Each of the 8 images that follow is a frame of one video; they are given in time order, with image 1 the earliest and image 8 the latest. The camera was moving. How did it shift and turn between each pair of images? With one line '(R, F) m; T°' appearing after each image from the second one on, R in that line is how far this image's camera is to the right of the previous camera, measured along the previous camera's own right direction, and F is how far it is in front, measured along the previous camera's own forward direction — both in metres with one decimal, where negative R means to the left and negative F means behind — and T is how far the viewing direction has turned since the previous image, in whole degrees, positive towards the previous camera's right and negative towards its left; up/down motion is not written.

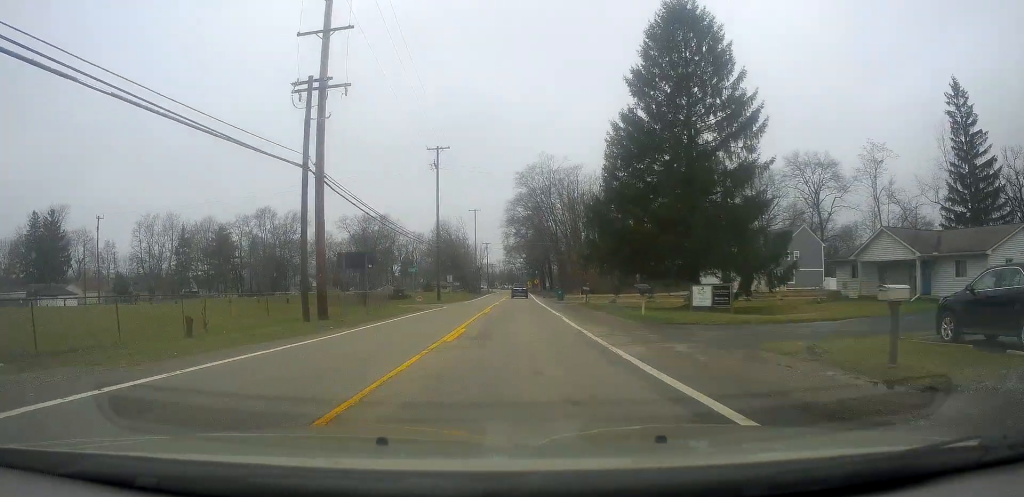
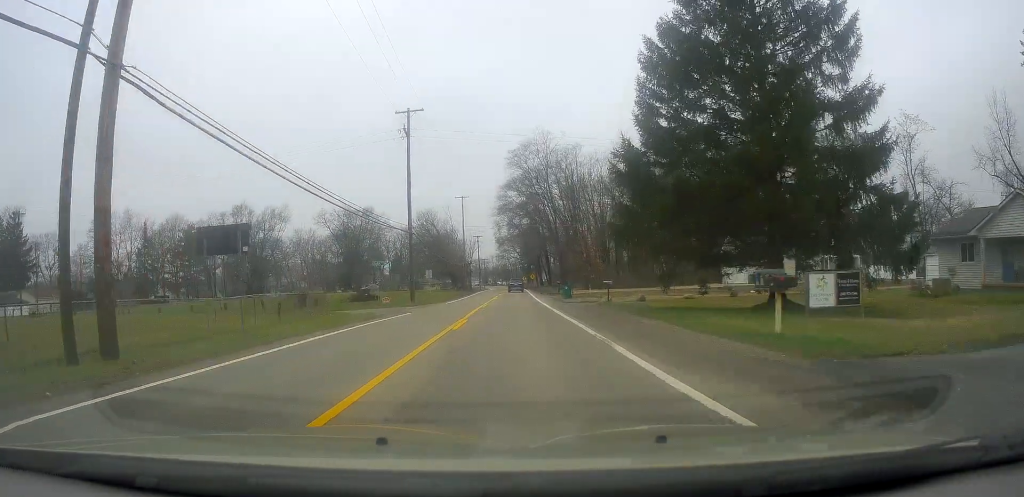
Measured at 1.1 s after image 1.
(-0.2, +12.6) m; -3°
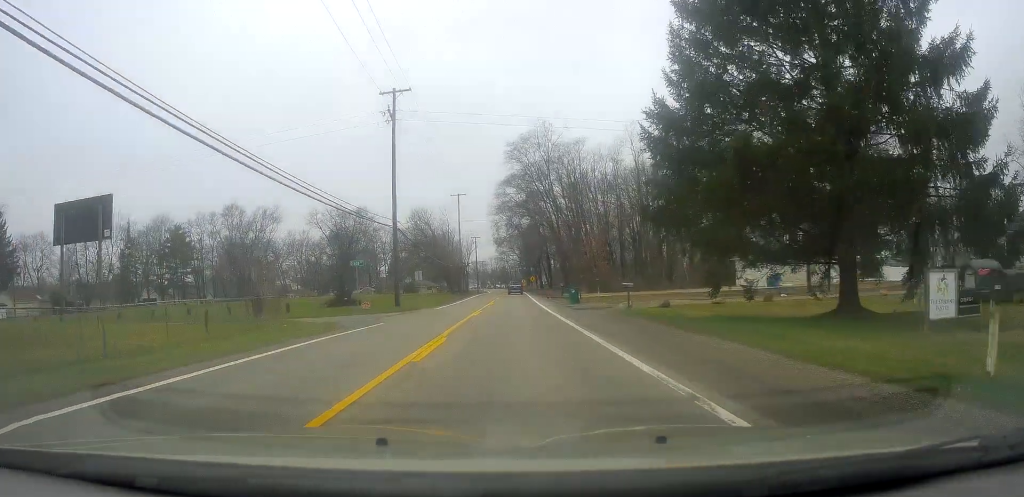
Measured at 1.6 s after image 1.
(-0.2, +5.8) m; -1°
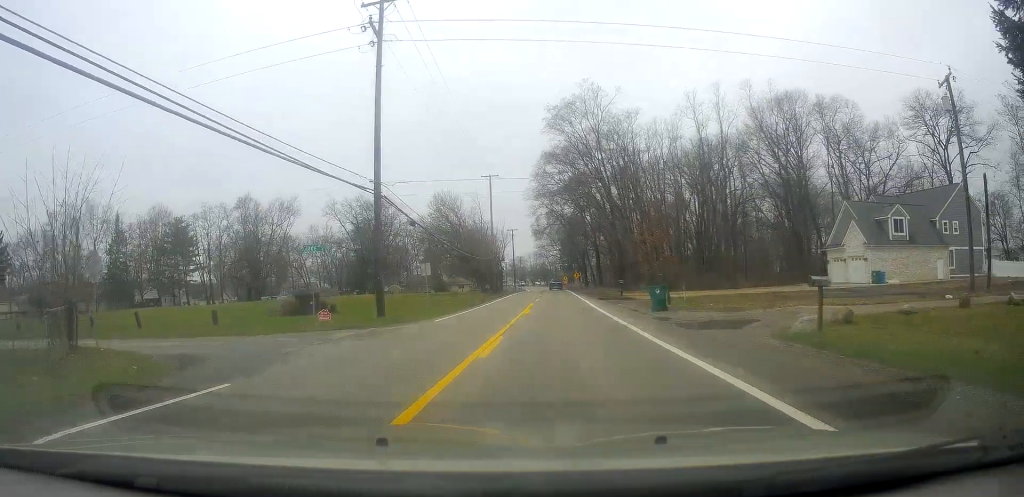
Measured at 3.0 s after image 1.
(-0.1, +15.4) m; -2°
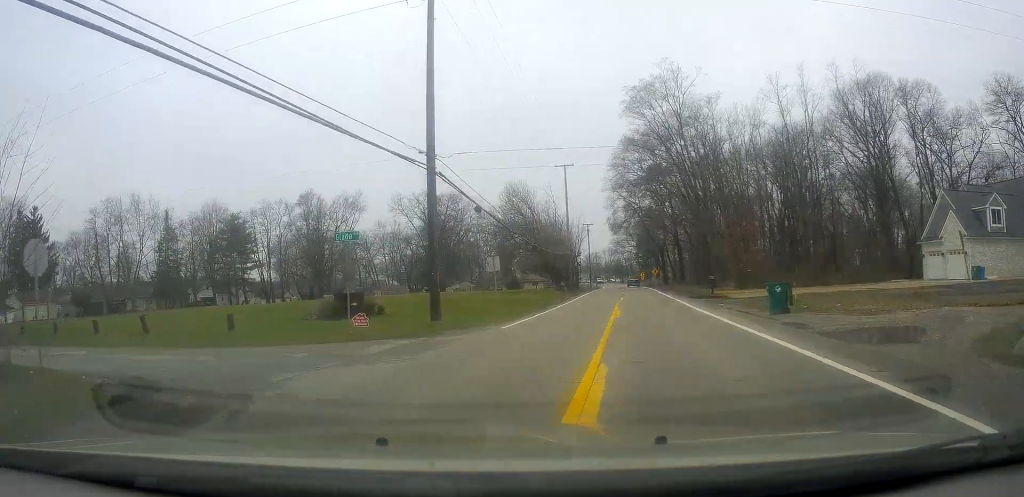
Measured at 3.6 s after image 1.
(+0.1, +5.5) m; -3°
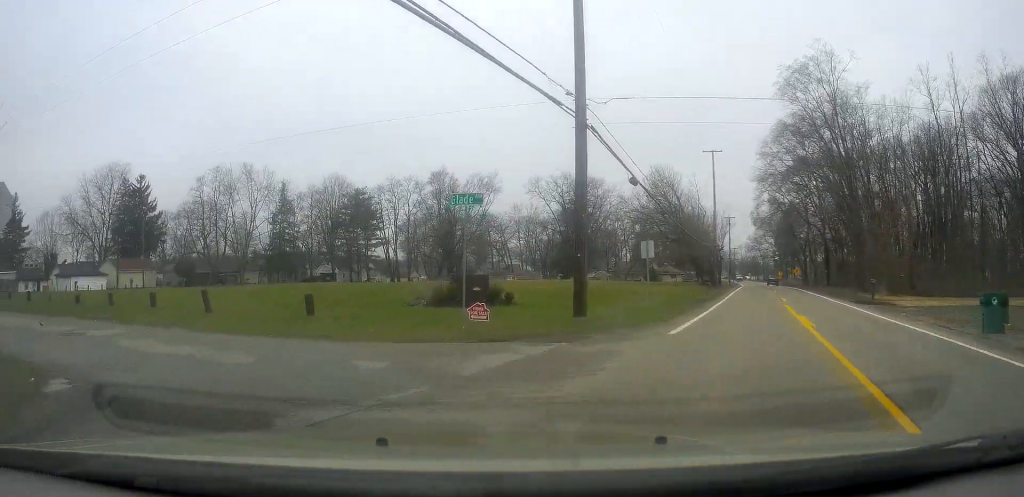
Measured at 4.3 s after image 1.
(-0.4, +4.9) m; -13°
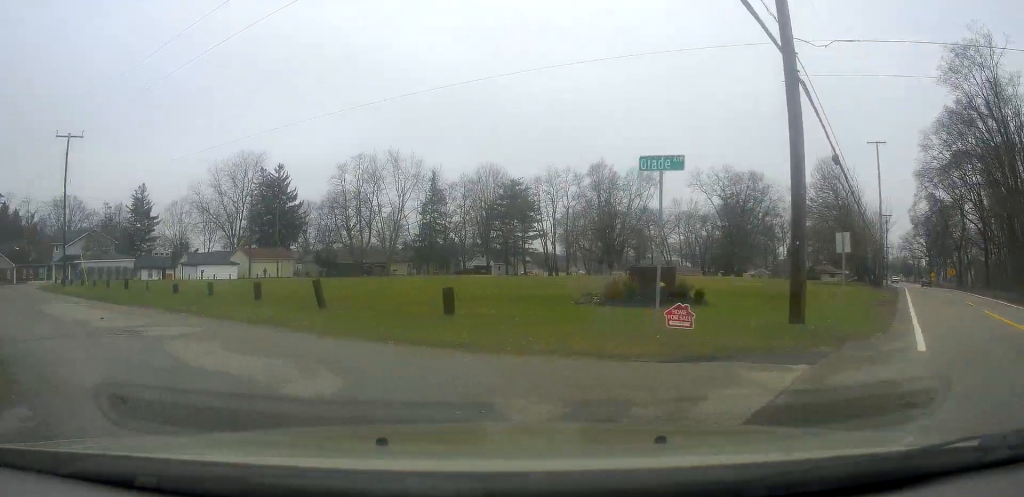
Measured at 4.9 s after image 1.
(-0.1, +3.9) m; -15°
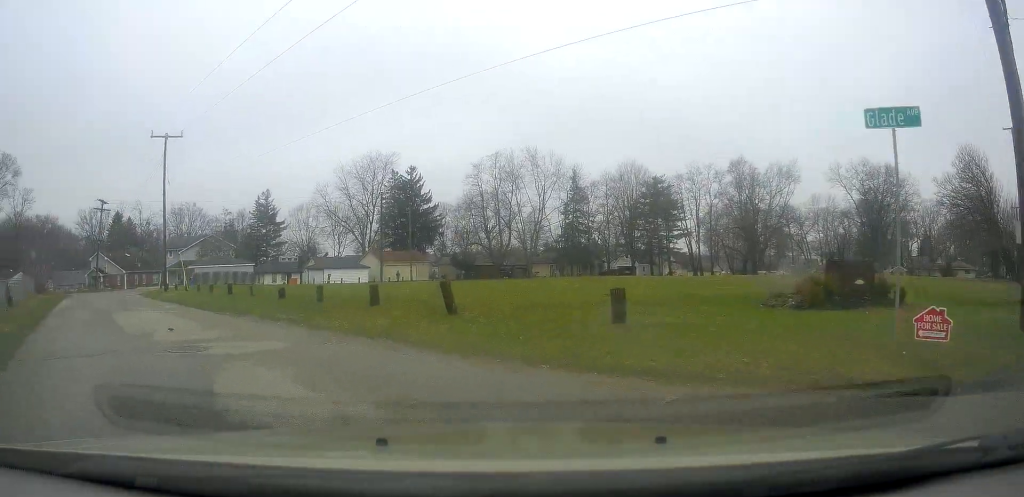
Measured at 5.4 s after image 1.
(-0.8, +2.8) m; -15°
